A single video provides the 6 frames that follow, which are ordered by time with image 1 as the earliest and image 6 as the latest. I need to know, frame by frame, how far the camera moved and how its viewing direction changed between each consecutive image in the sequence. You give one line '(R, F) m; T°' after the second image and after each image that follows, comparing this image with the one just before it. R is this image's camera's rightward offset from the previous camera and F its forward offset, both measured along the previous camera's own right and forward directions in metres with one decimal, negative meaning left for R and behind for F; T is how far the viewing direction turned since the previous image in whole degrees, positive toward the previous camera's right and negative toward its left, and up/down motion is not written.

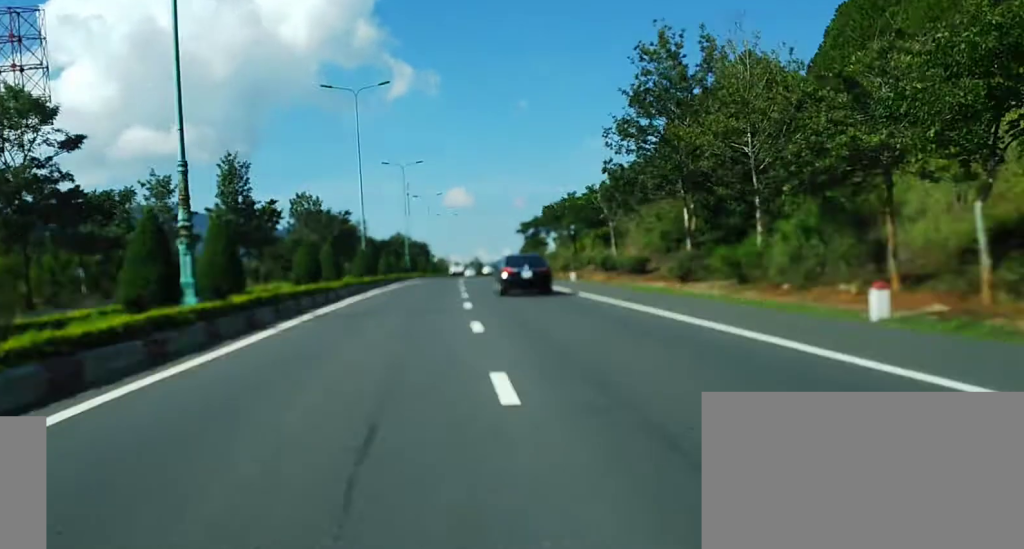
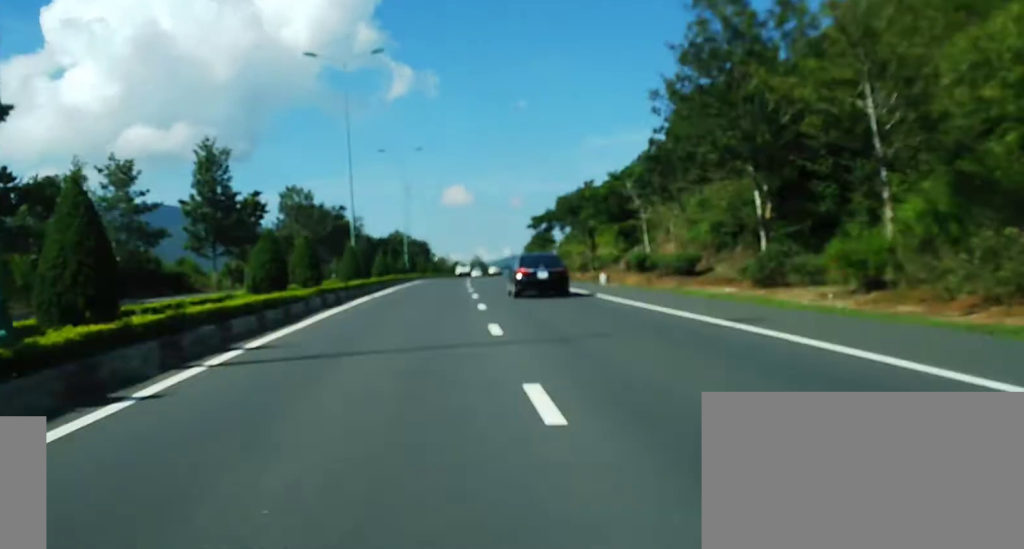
(0.0, +9.3) m; +1°
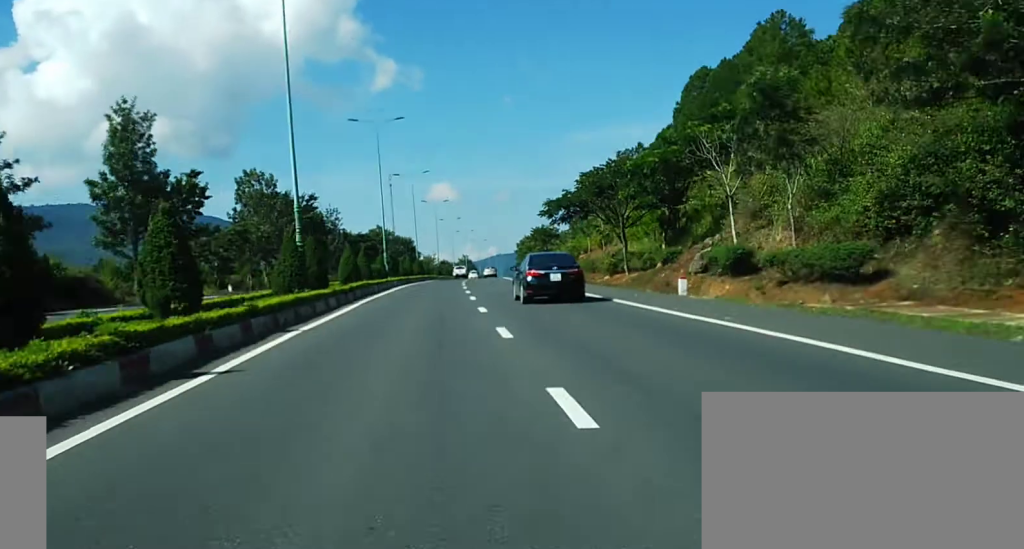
(+0.2, +16.2) m; +2°
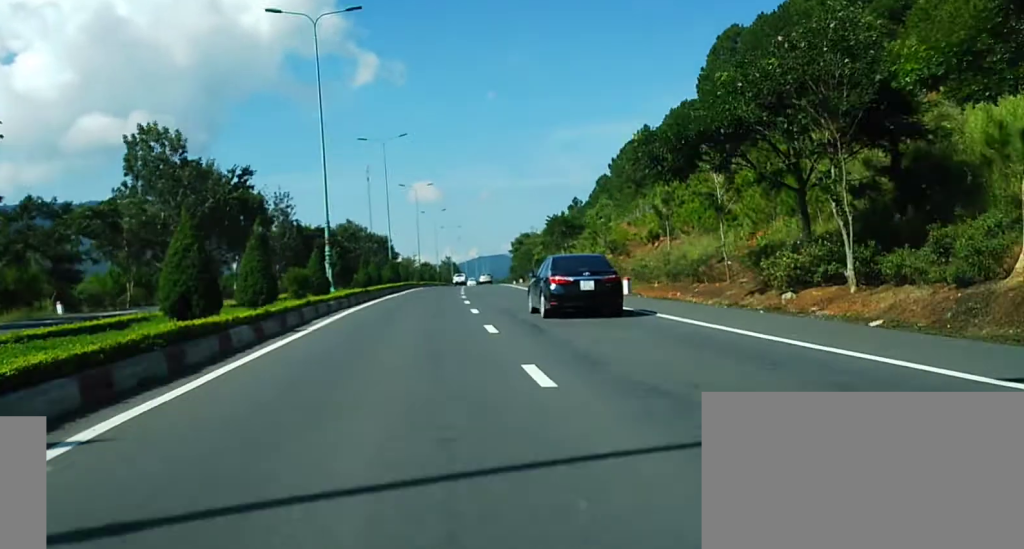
(+0.8, +32.3) m; +1°
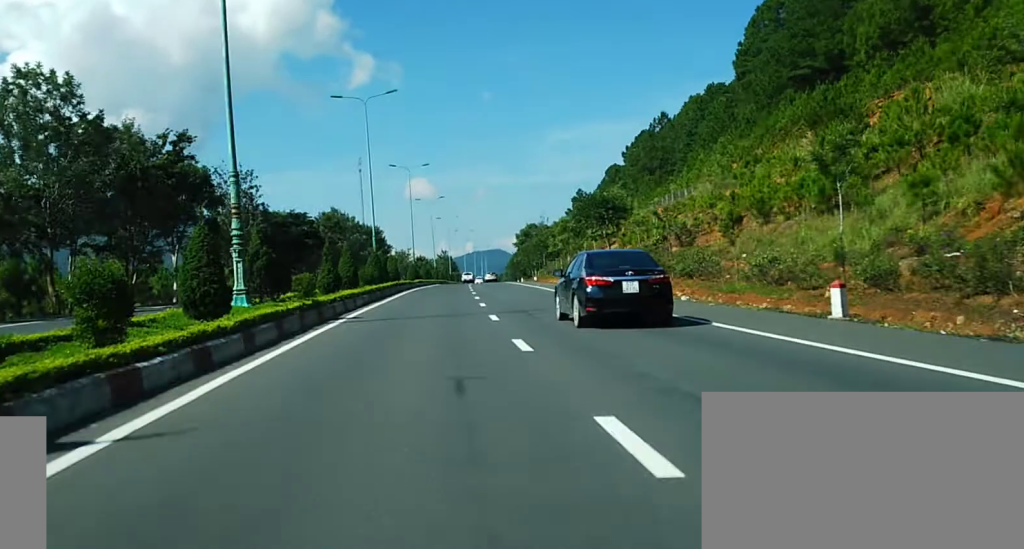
(-0.3, +21.0) m; -1°
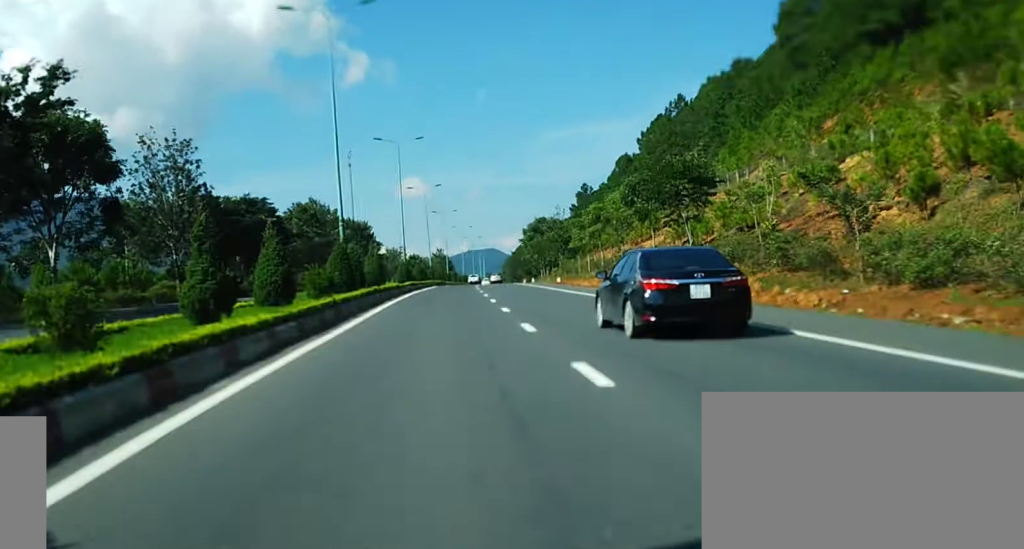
(+0.1, +21.1) m; +1°
